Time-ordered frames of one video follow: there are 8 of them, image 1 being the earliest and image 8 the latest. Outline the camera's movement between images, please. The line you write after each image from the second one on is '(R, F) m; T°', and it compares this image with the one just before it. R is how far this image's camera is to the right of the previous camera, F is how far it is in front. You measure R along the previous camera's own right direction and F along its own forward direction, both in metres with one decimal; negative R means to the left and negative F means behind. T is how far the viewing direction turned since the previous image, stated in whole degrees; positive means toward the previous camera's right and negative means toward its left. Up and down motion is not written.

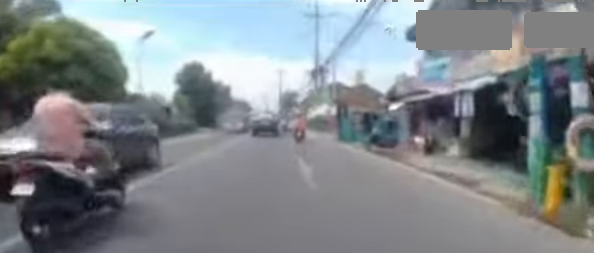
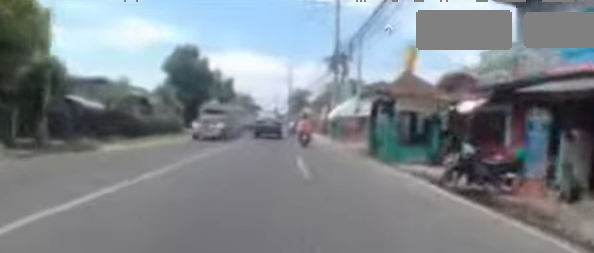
(0.0, +6.2) m; -2°
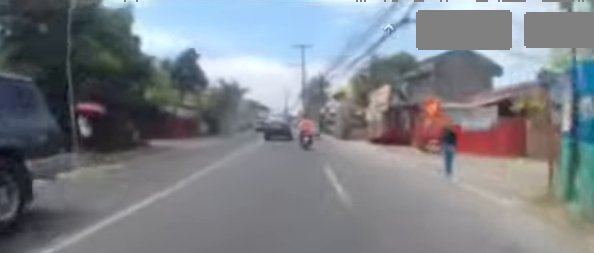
(-1.2, +20.2) m; -7°
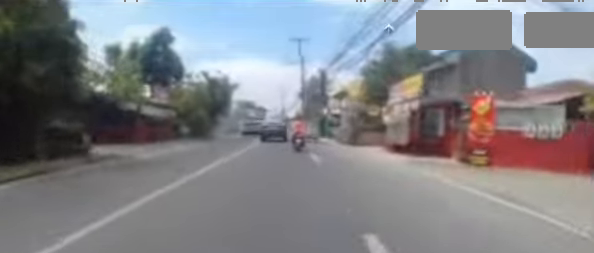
(-0.1, +4.4) m; -1°
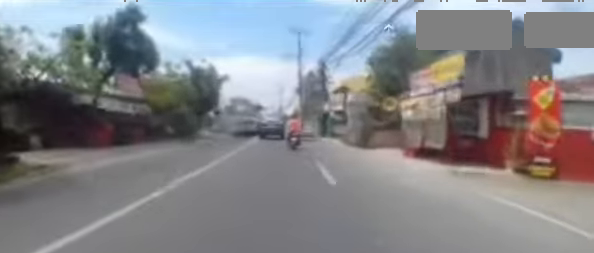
(-0.2, +3.4) m; 0°
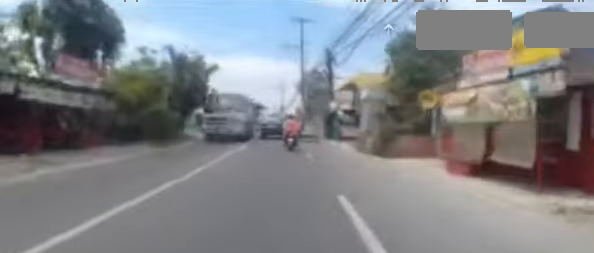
(-0.1, +3.7) m; +1°
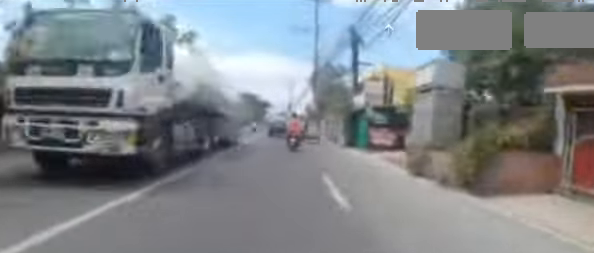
(+0.3, +6.4) m; +3°
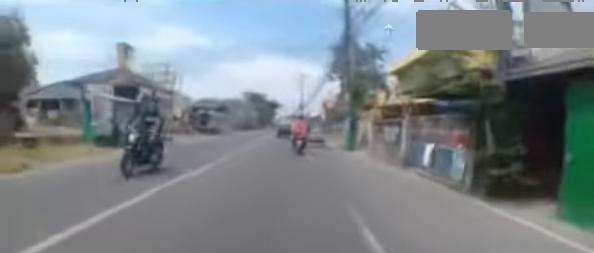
(0.0, +12.4) m; -2°
